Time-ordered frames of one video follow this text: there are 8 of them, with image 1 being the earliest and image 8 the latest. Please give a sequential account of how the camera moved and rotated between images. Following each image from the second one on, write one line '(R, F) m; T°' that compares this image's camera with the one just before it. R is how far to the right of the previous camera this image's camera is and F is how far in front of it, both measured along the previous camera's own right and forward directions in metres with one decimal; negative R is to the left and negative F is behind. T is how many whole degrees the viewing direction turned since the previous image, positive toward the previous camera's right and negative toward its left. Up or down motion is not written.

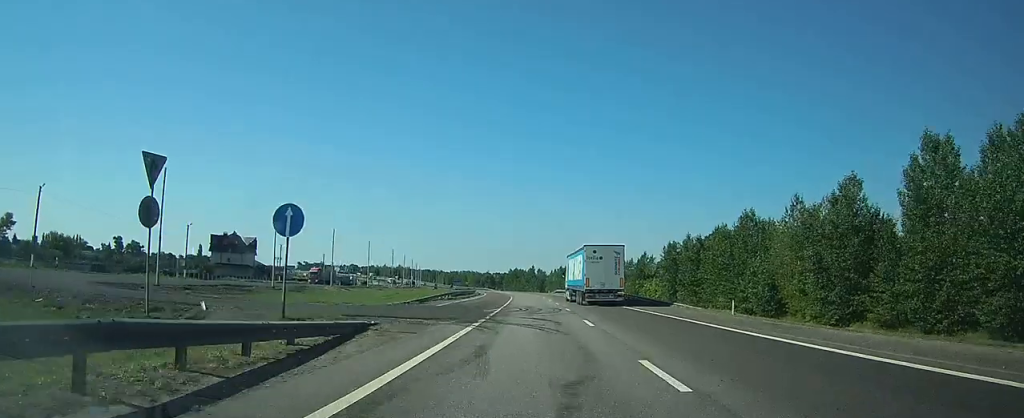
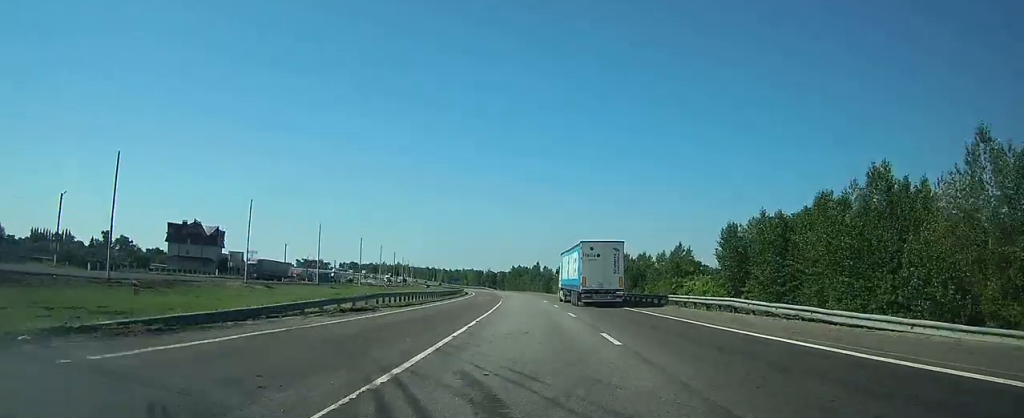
(0.0, +29.8) m; 0°
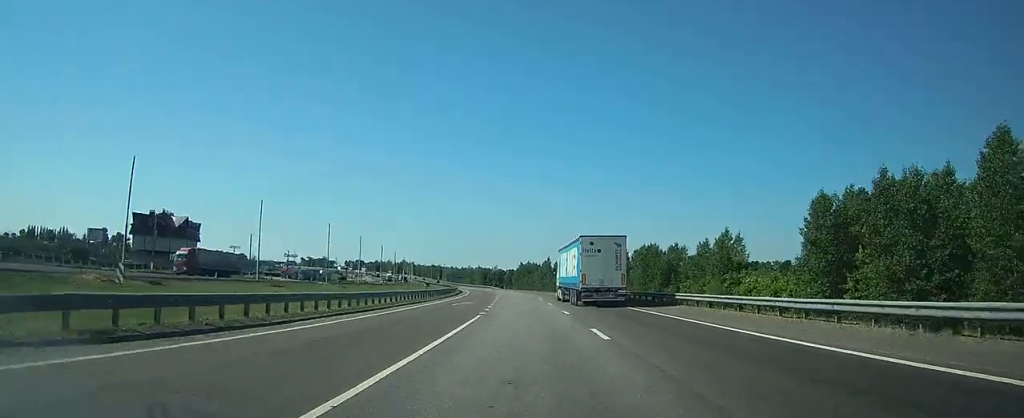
(-0.1, +22.5) m; 0°
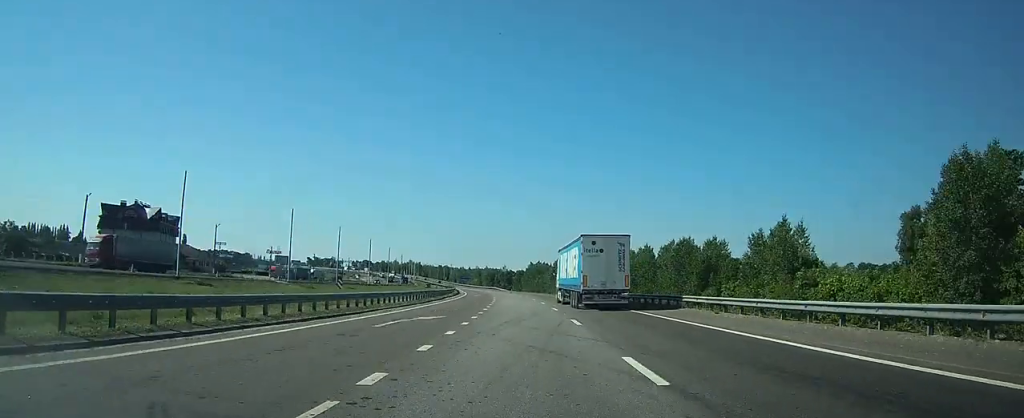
(0.0, +18.0) m; 0°
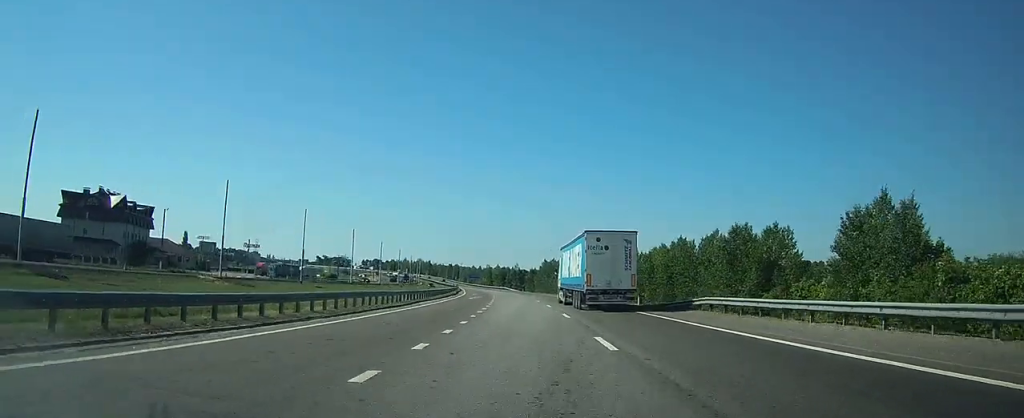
(0.0, +19.8) m; -1°
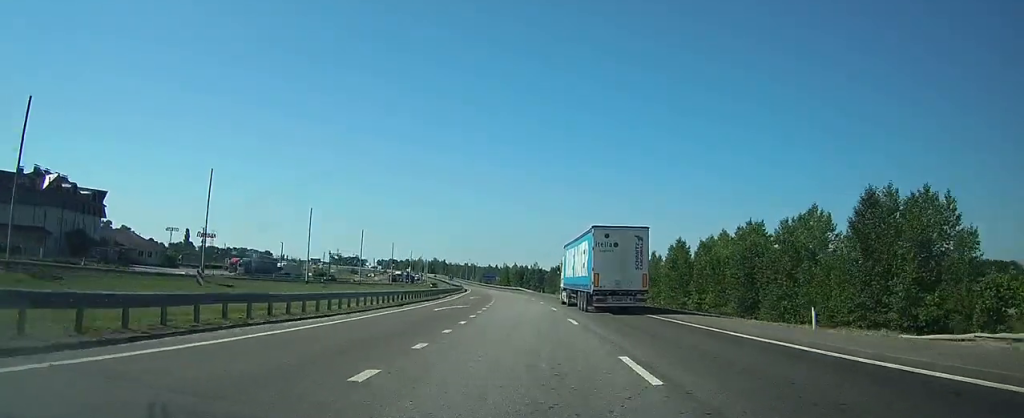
(-0.3, +28.0) m; -2°
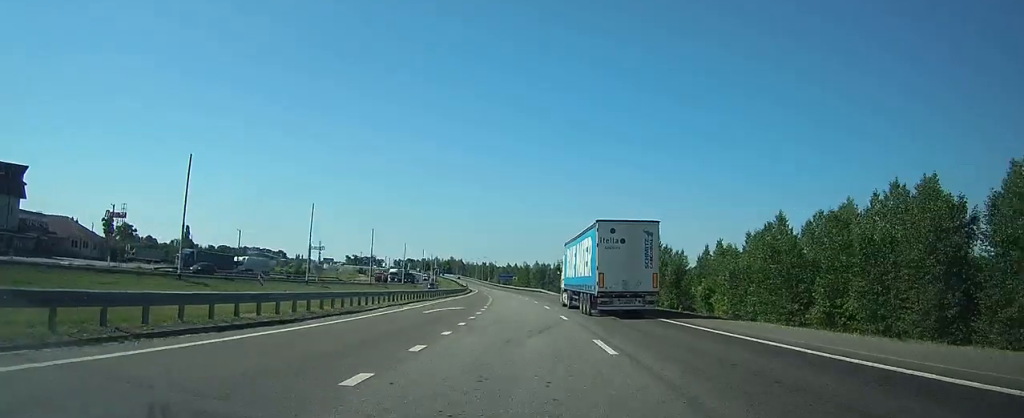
(-0.9, +32.7) m; -2°
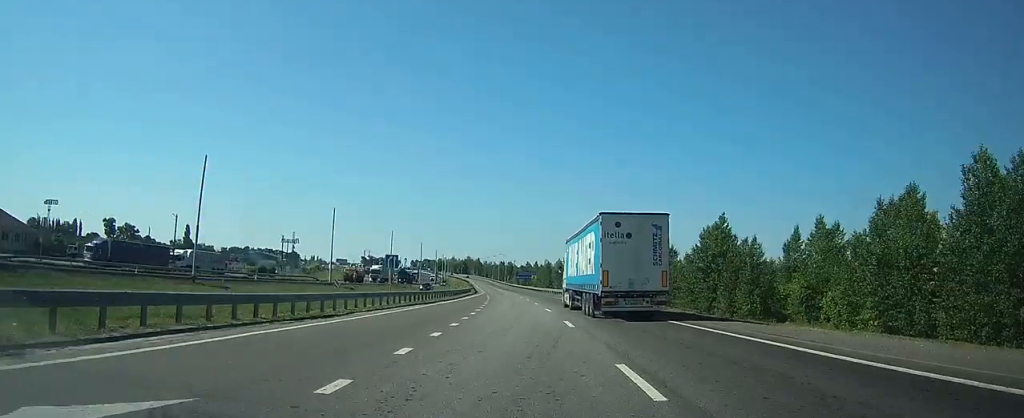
(-0.2, +29.1) m; -2°
